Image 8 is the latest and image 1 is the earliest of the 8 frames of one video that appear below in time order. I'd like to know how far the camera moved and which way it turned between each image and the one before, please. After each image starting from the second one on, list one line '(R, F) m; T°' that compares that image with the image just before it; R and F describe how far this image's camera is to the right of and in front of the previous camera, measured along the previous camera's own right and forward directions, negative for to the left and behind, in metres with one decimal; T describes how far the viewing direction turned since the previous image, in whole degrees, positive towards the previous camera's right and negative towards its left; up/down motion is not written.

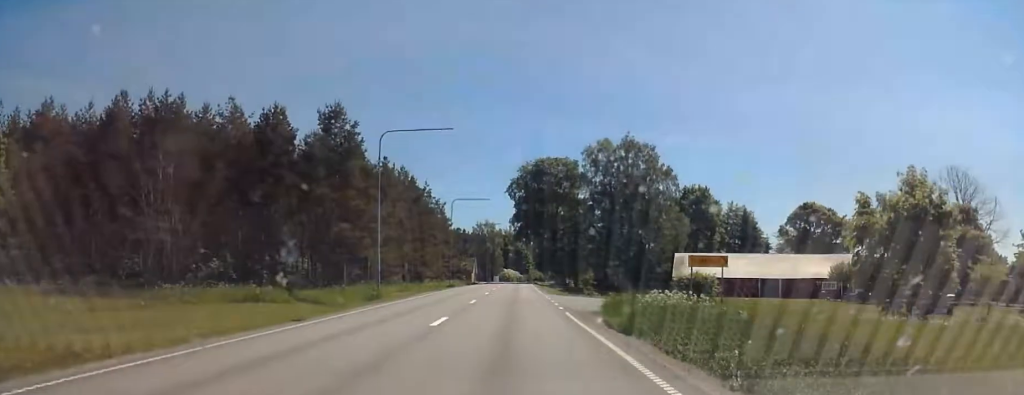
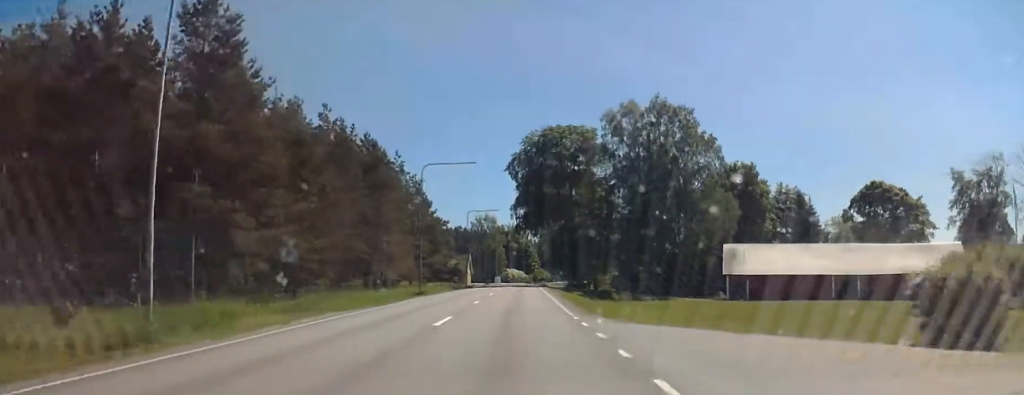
(-0.4, +23.8) m; -1°
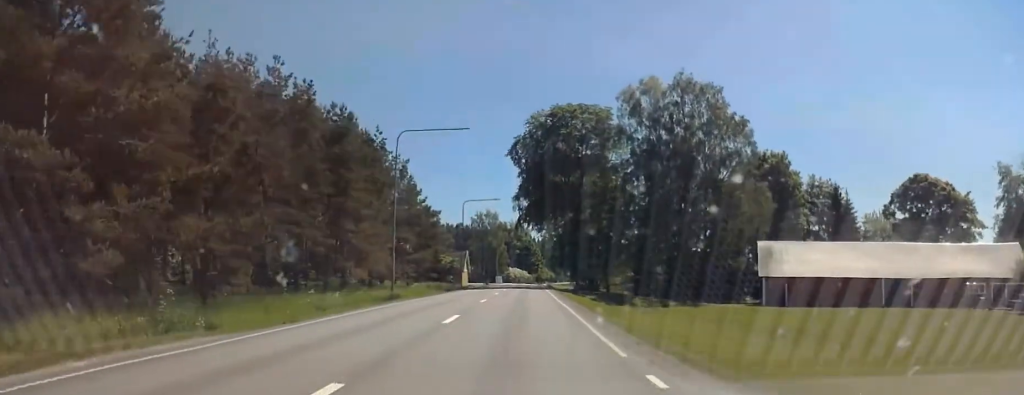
(+0.1, +11.2) m; +1°
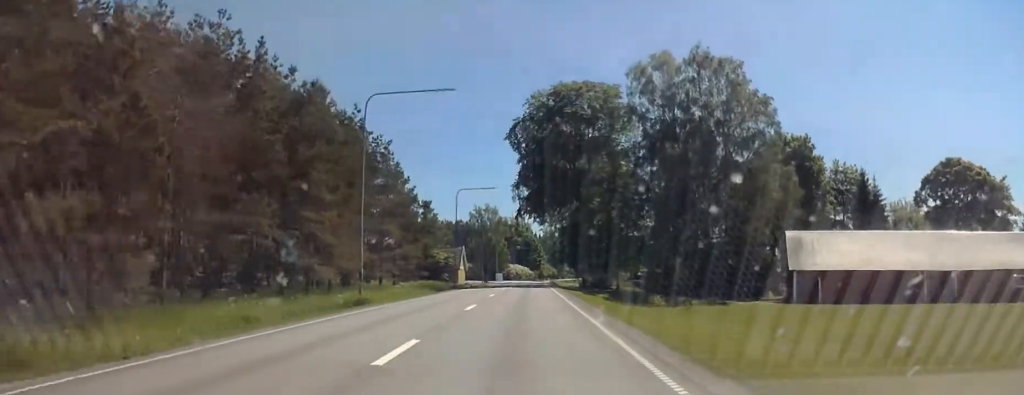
(0.0, +7.7) m; +1°
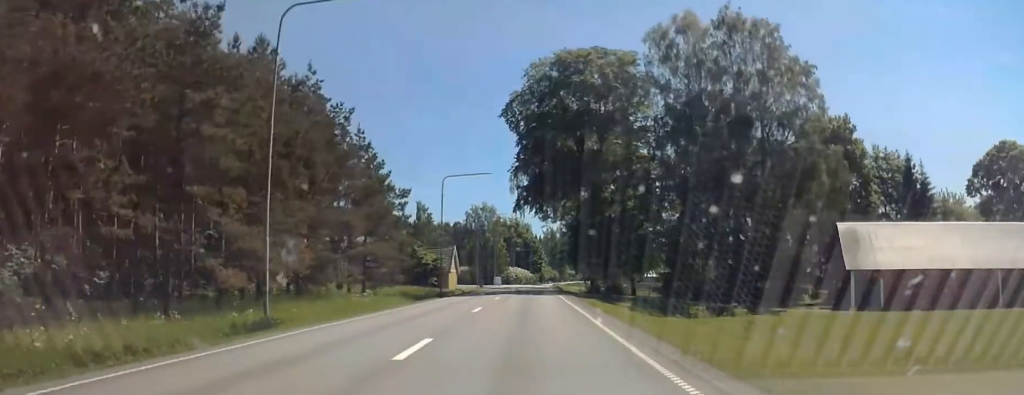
(+0.2, +11.2) m; +1°
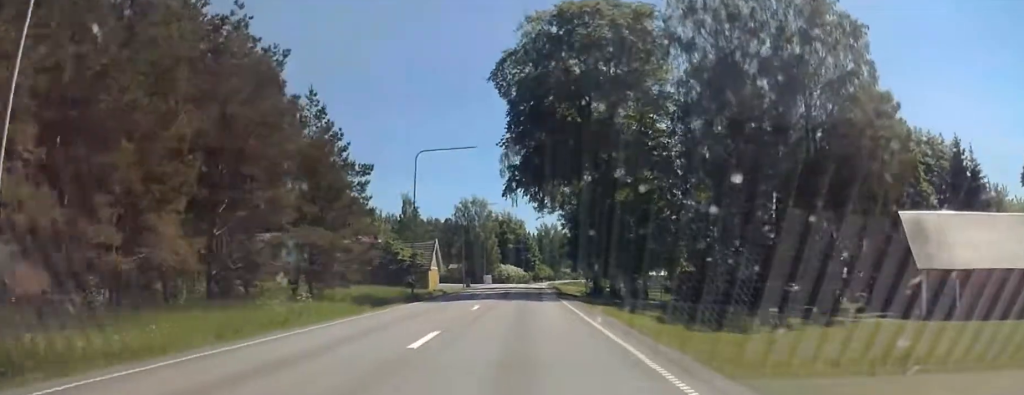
(+0.1, +10.6) m; 0°
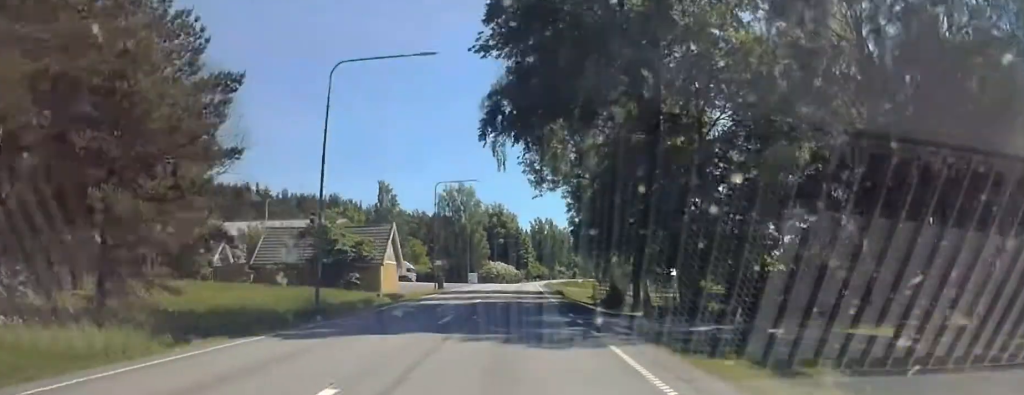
(0.0, +18.8) m; 0°
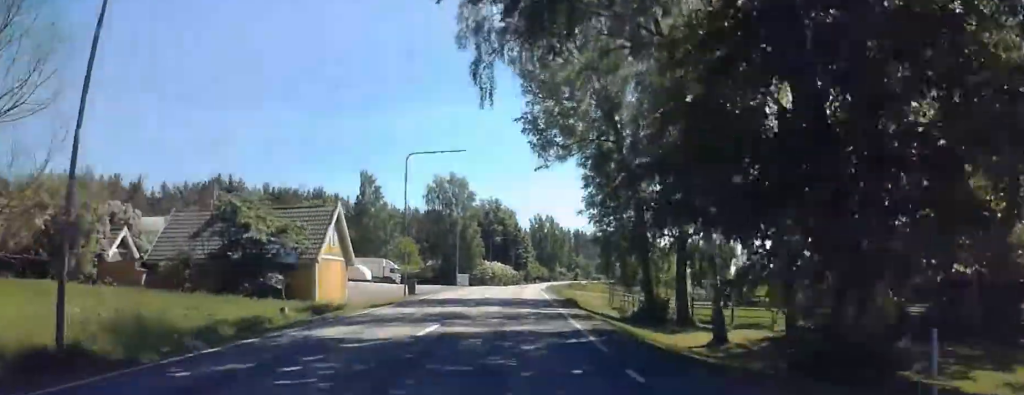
(0.0, +14.6) m; 0°
